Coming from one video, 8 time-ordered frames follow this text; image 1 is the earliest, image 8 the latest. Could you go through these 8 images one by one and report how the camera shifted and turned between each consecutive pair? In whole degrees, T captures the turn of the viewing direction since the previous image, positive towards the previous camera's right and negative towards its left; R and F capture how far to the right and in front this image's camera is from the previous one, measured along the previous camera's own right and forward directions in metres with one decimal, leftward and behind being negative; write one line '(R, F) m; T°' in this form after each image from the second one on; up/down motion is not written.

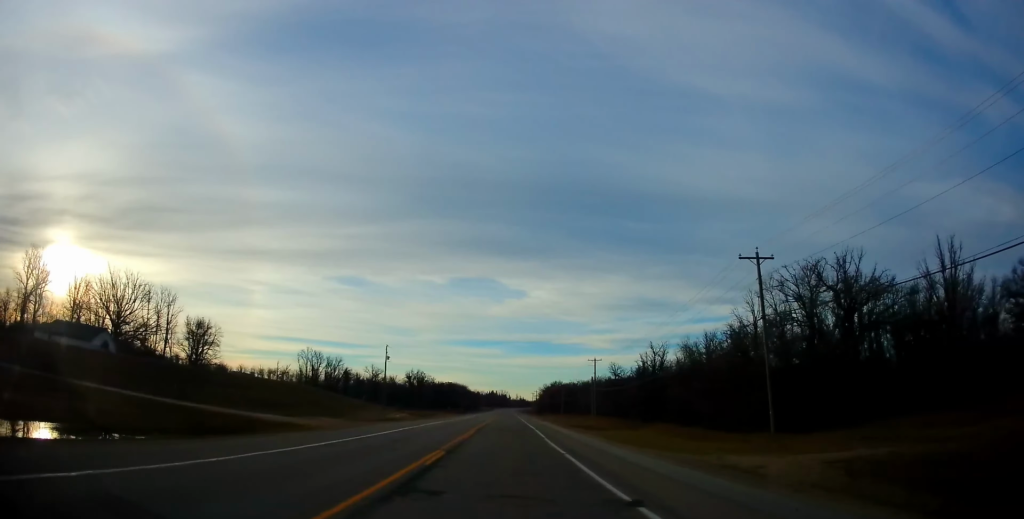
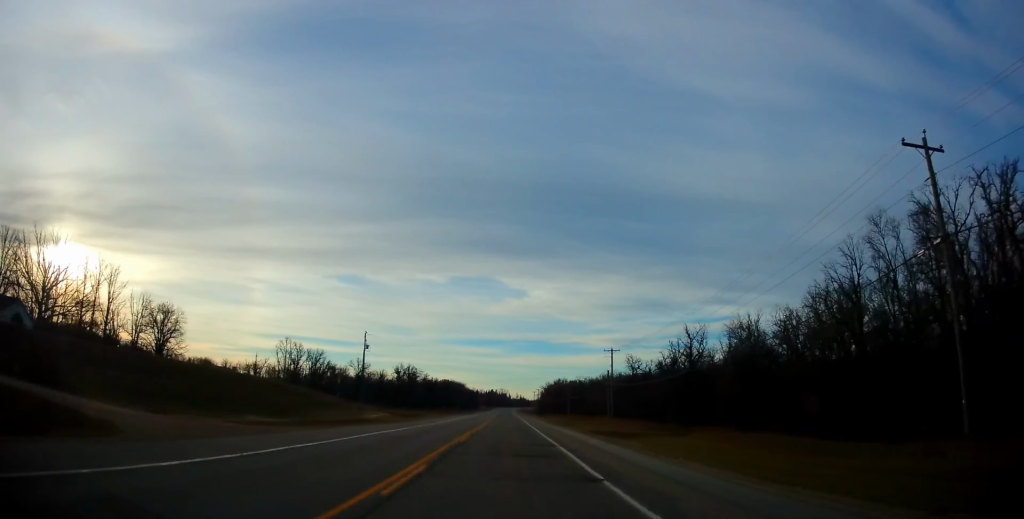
(-0.1, +15.2) m; 0°
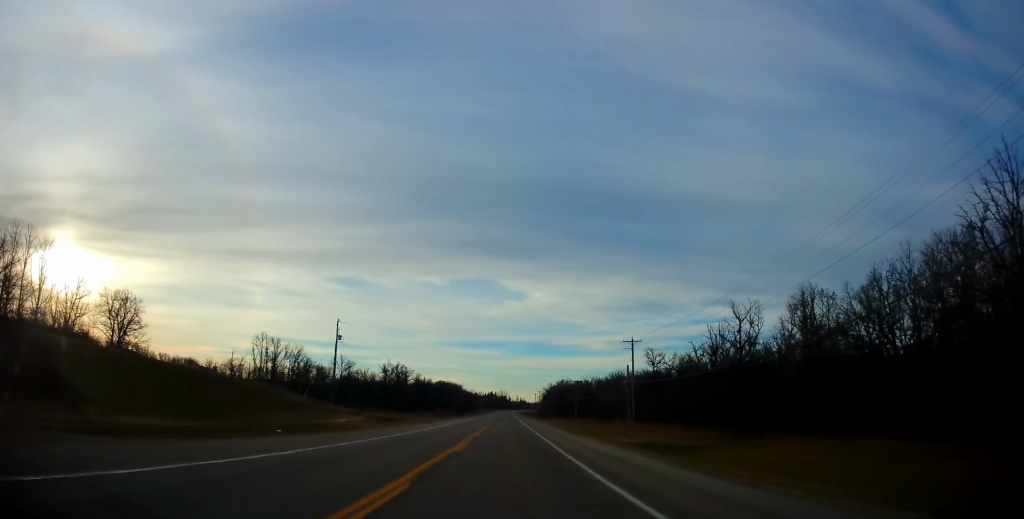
(-0.1, +13.5) m; 0°
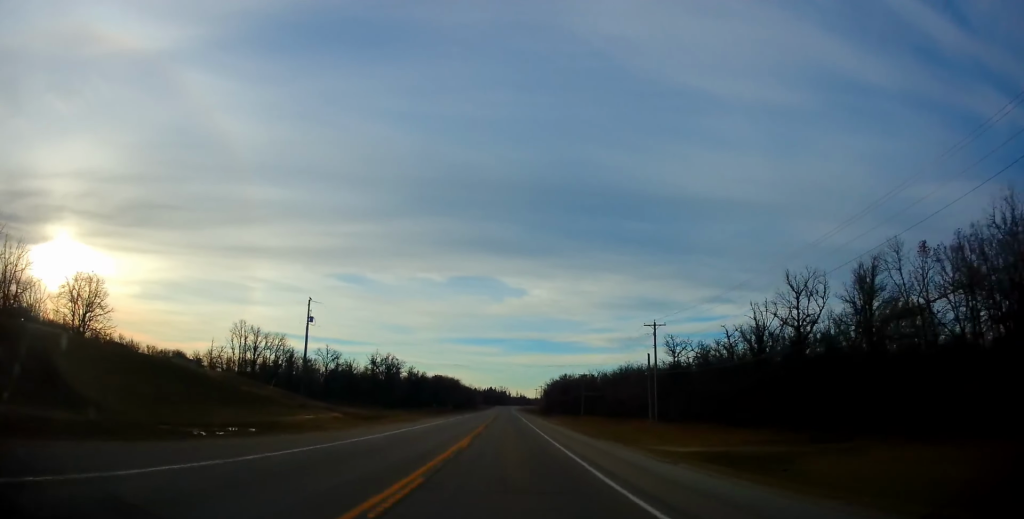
(+0.1, +9.9) m; 0°
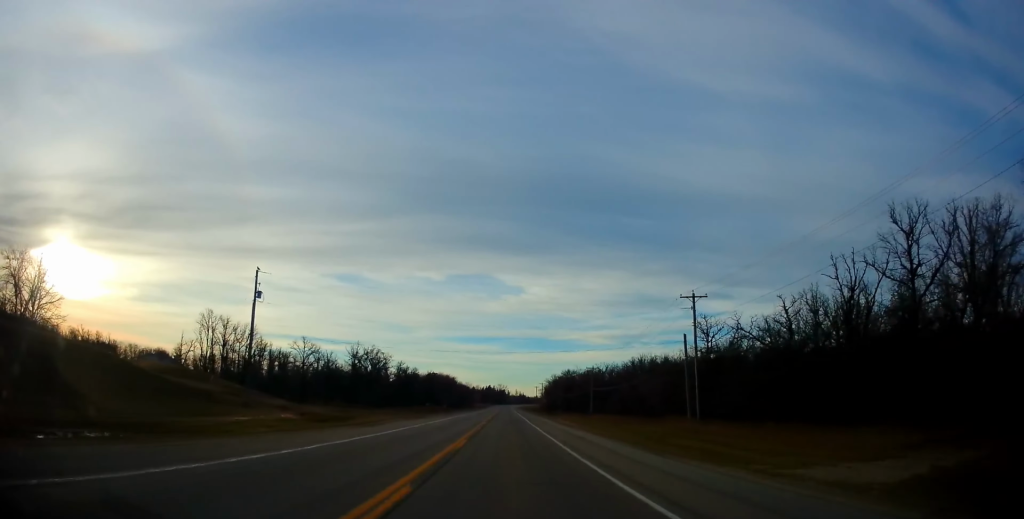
(+0.1, +12.1) m; 0°
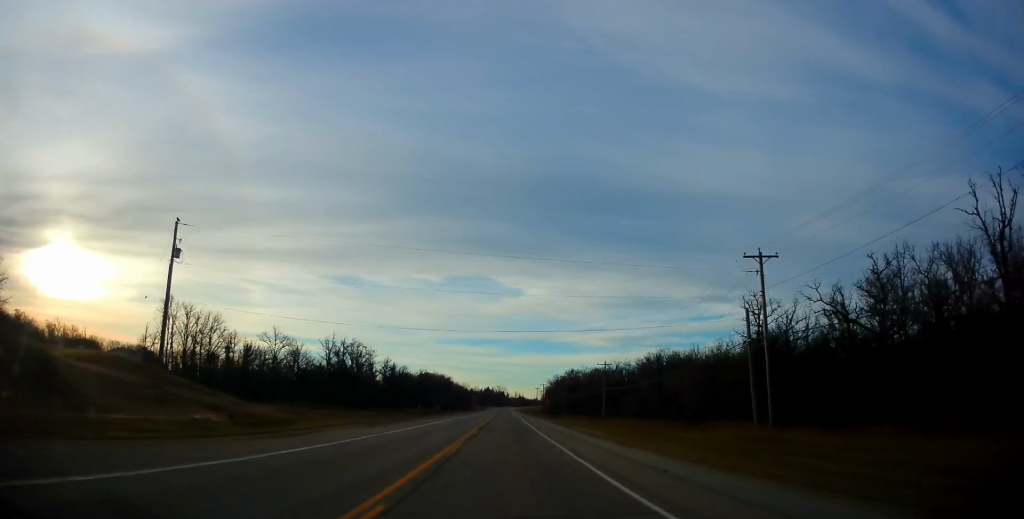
(0.0, +11.4) m; 0°
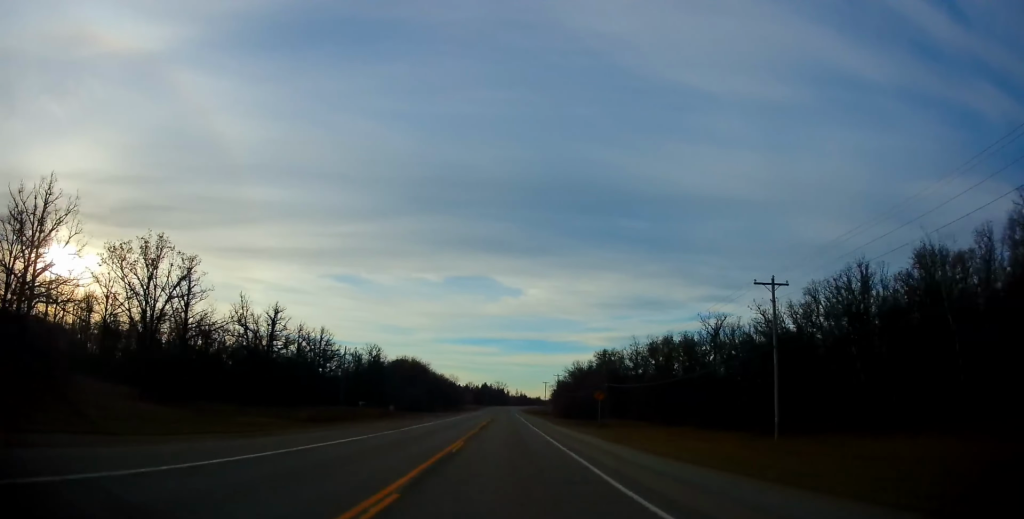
(+0.1, +50.9) m; 0°
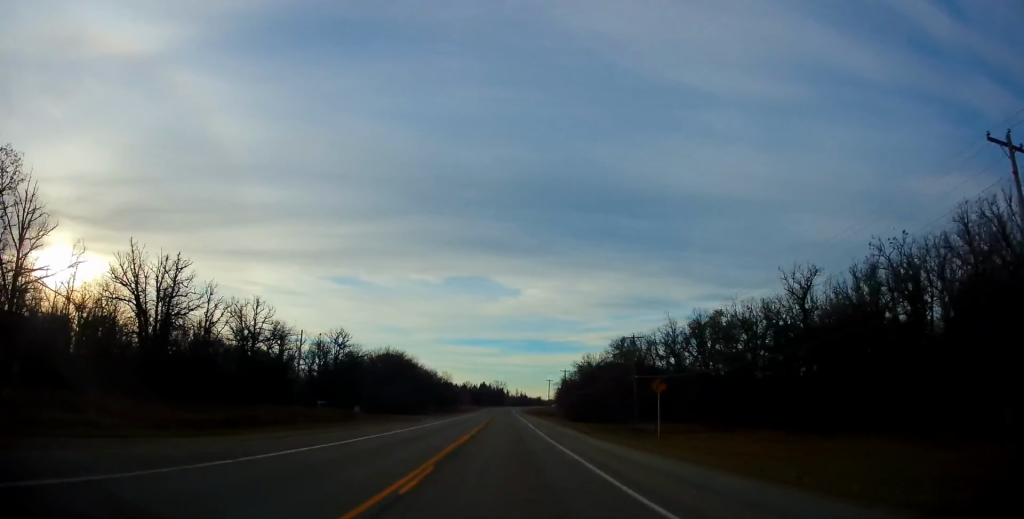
(-0.1, +18.7) m; +1°
